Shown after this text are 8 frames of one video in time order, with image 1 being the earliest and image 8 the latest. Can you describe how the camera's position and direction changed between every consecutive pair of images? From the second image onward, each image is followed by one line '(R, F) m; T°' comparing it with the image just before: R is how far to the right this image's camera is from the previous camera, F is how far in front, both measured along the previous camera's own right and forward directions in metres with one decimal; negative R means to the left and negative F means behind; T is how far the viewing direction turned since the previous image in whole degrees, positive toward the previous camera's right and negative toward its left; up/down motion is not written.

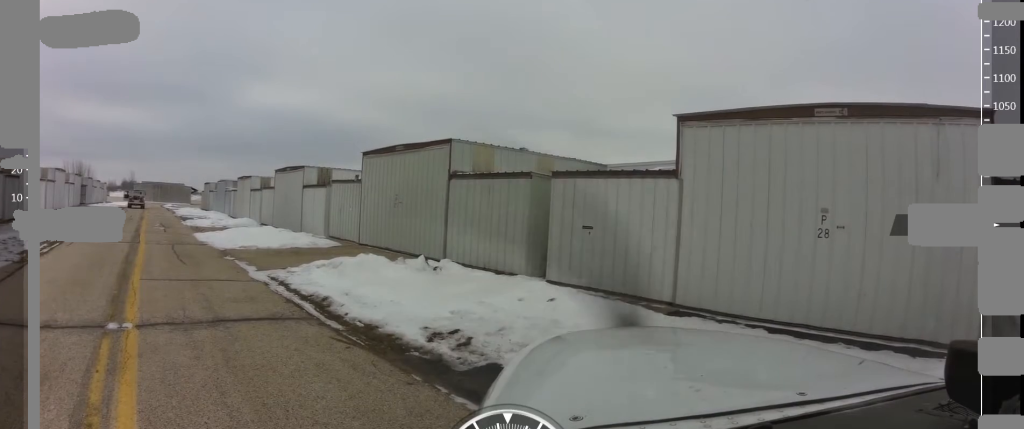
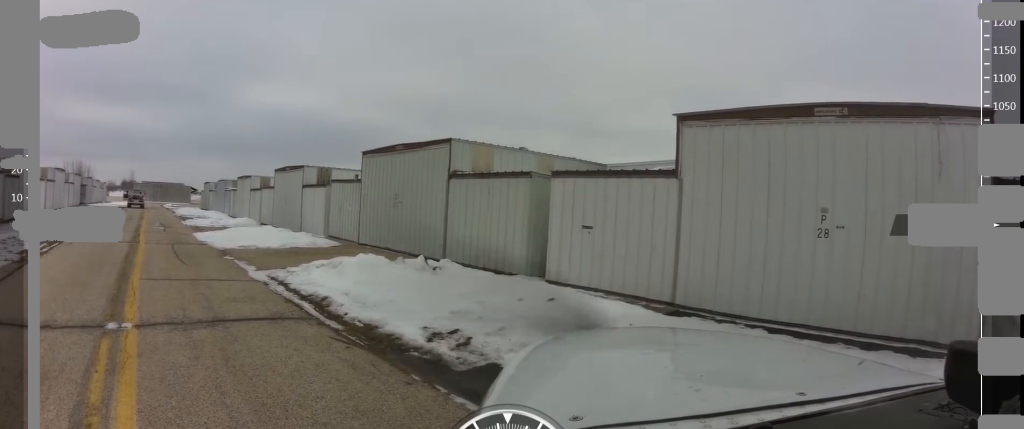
(0.0, 0.0) m; 0°
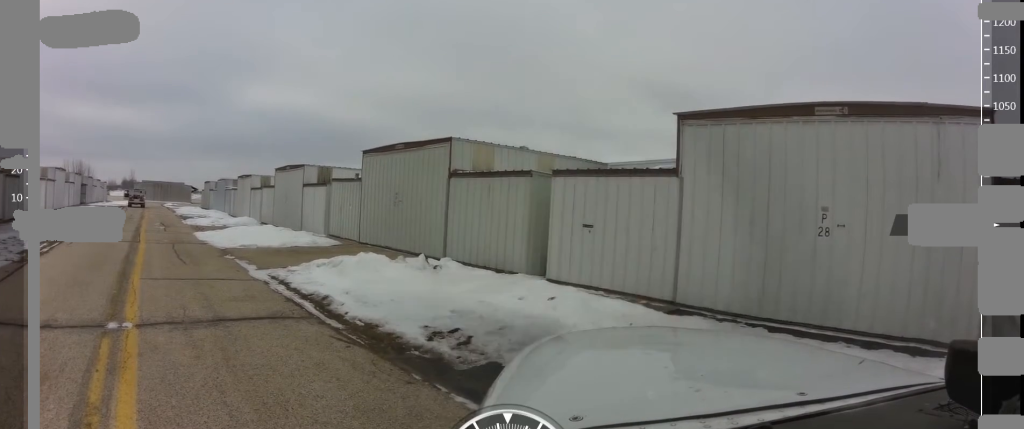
(0.0, 0.0) m; 0°
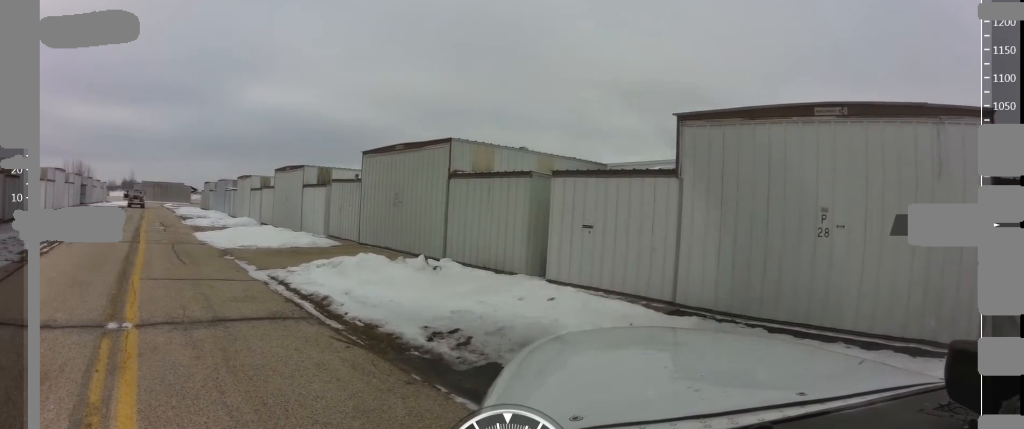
(0.0, 0.0) m; 0°
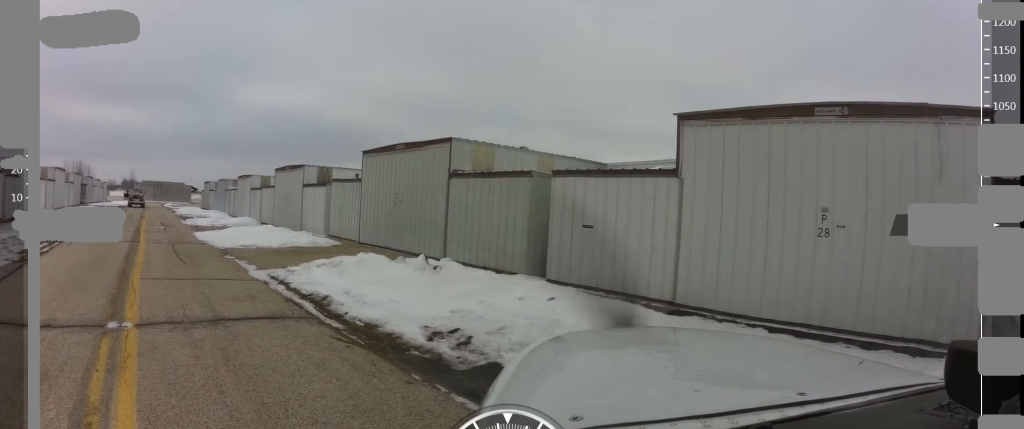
(0.0, 0.0) m; 0°
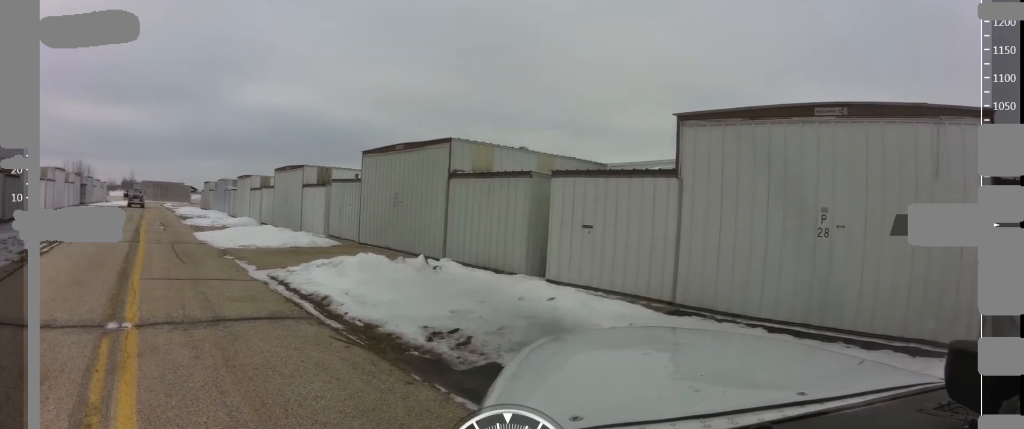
(0.0, 0.0) m; 0°
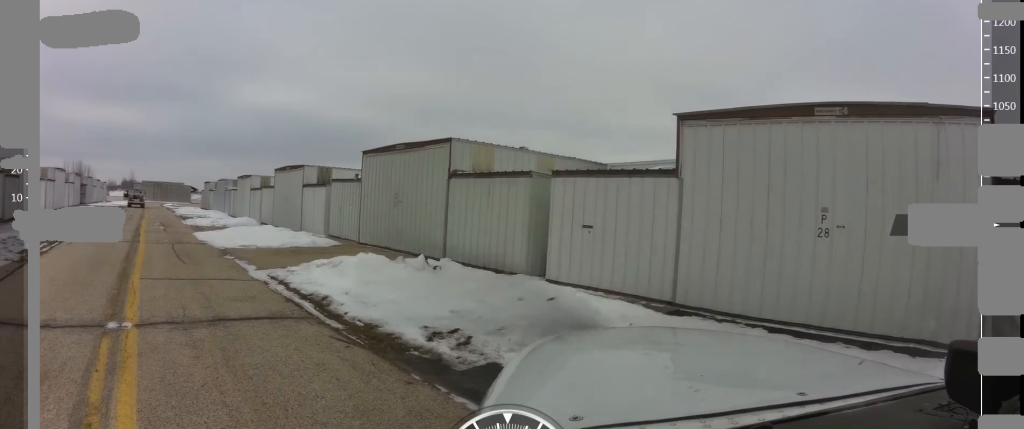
(0.0, 0.0) m; 0°
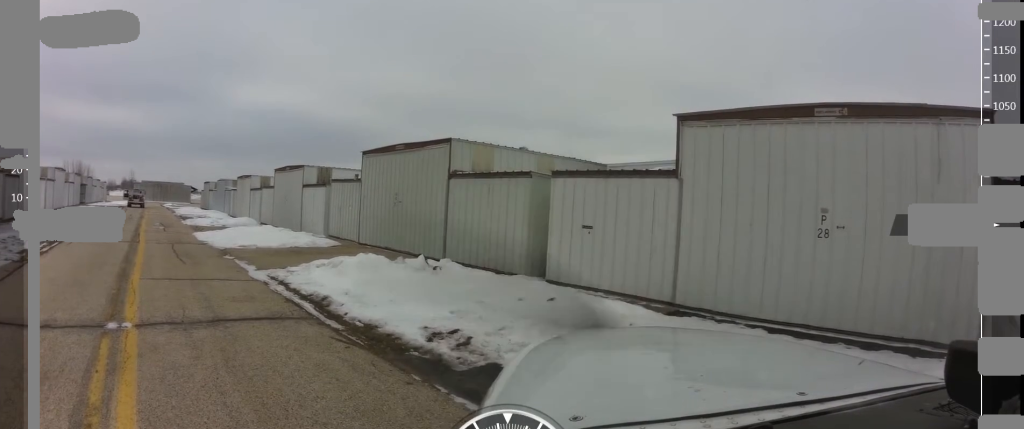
(0.0, 0.0) m; 0°
